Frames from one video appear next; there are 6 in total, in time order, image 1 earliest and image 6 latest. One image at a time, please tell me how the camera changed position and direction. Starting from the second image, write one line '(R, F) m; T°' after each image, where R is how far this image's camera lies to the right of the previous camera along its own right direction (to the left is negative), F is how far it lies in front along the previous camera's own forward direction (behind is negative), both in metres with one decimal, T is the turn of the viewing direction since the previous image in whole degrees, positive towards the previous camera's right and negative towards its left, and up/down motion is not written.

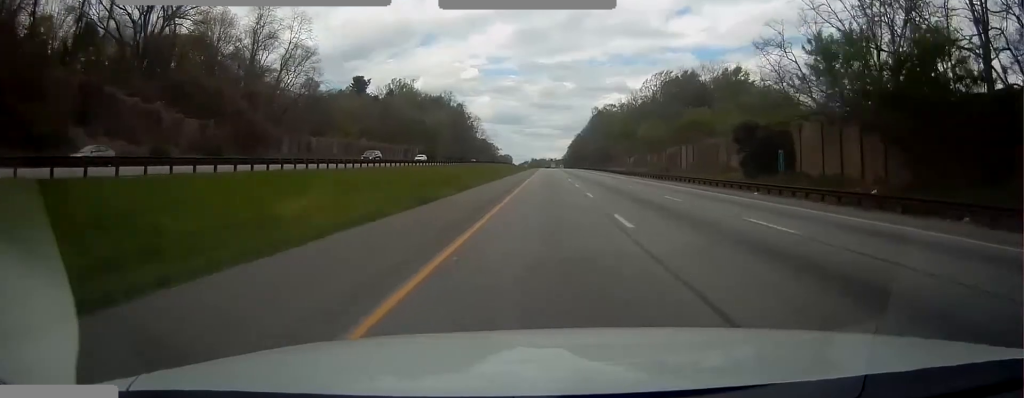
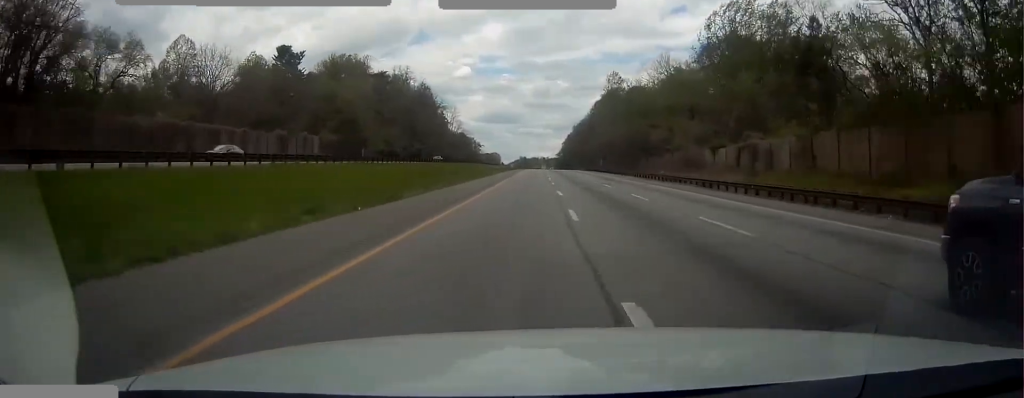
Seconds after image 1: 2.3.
(+0.9, +72.7) m; +1°
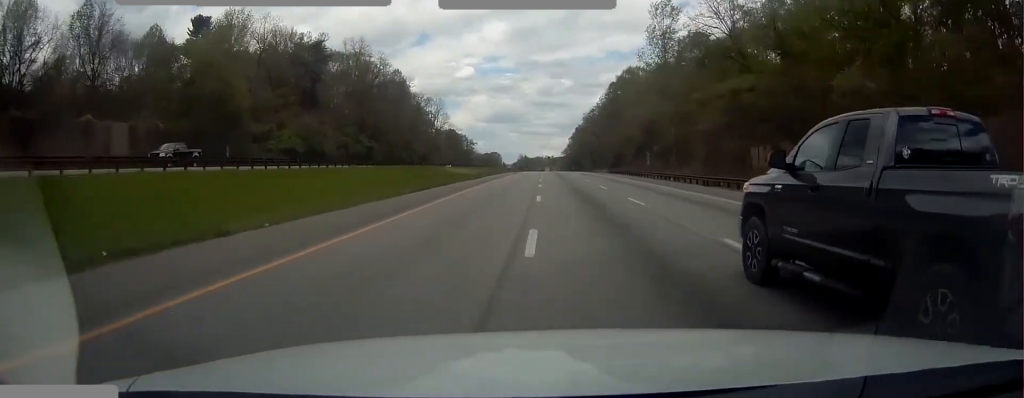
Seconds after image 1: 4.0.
(-0.3, +54.2) m; 0°
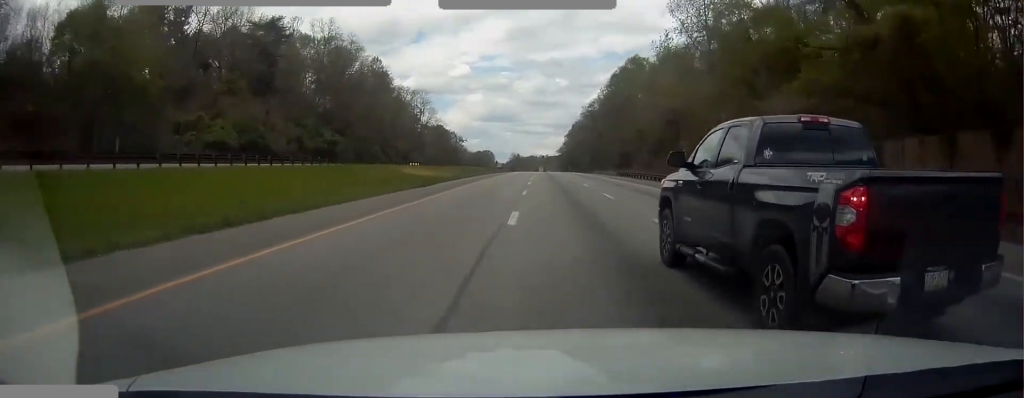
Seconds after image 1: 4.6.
(+0.2, +20.9) m; 0°
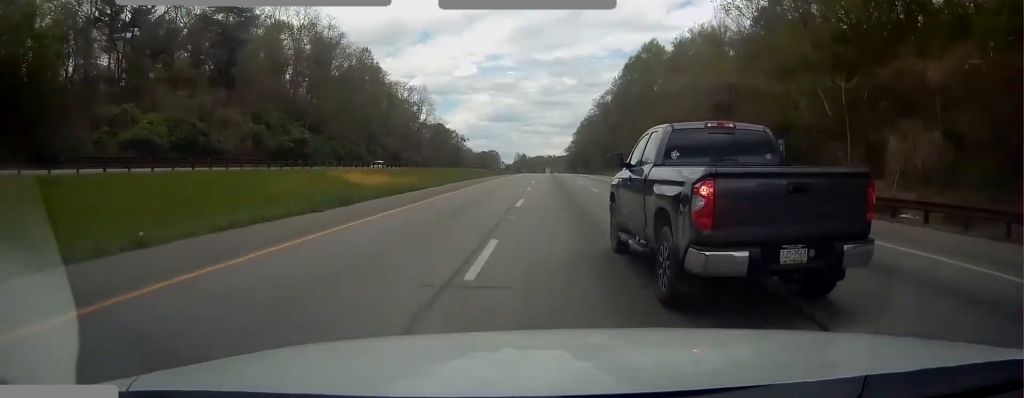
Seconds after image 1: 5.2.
(-0.1, +18.7) m; 0°
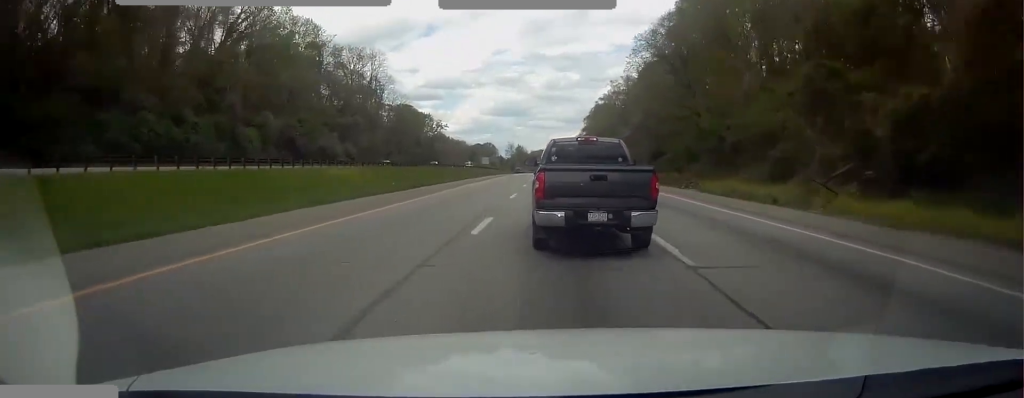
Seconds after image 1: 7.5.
(-0.4, +69.7) m; -1°
